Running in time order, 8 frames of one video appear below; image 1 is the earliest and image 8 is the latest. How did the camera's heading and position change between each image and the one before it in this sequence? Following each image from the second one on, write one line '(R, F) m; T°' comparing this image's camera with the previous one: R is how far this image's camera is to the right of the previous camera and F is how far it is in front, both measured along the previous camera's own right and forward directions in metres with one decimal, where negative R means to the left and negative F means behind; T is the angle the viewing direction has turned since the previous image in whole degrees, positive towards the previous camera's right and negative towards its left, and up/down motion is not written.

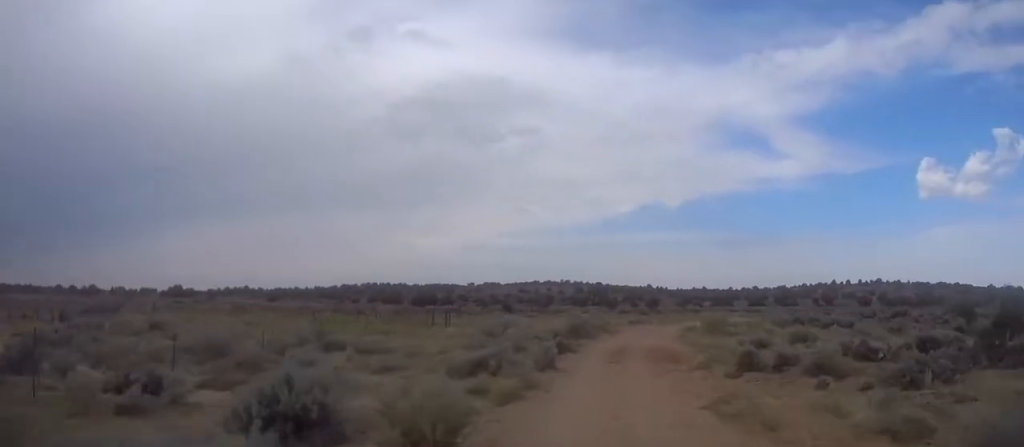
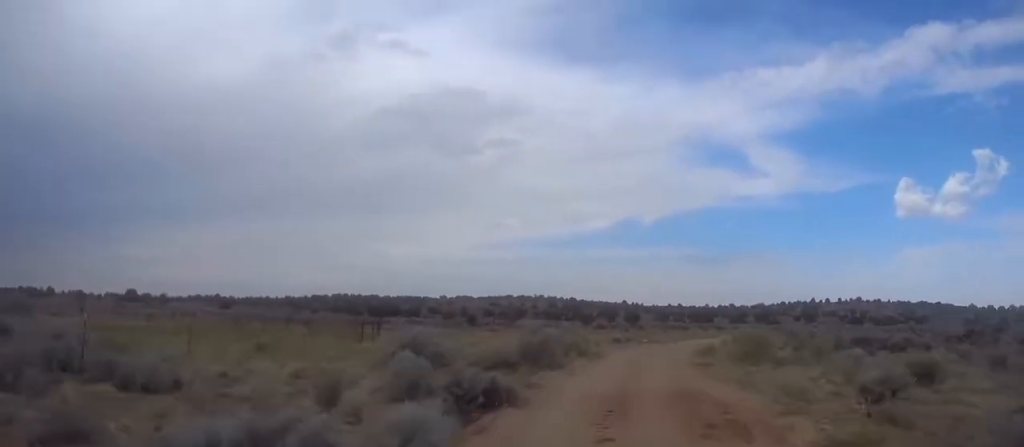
(+0.7, +11.8) m; +5°
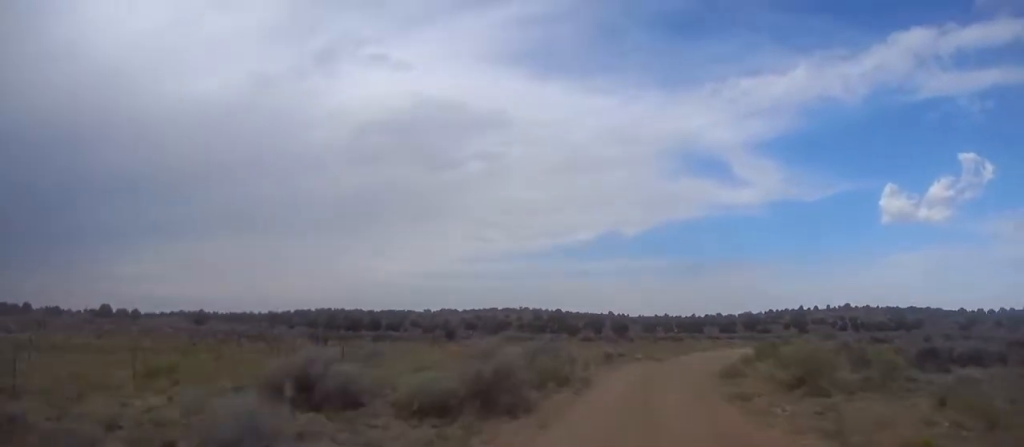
(+0.2, +6.3) m; +2°
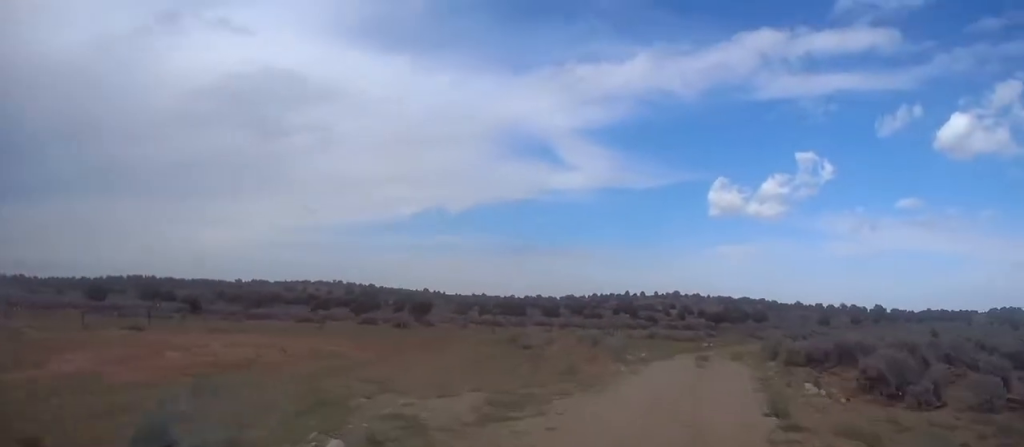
(+2.8, +28.0) m; +13°
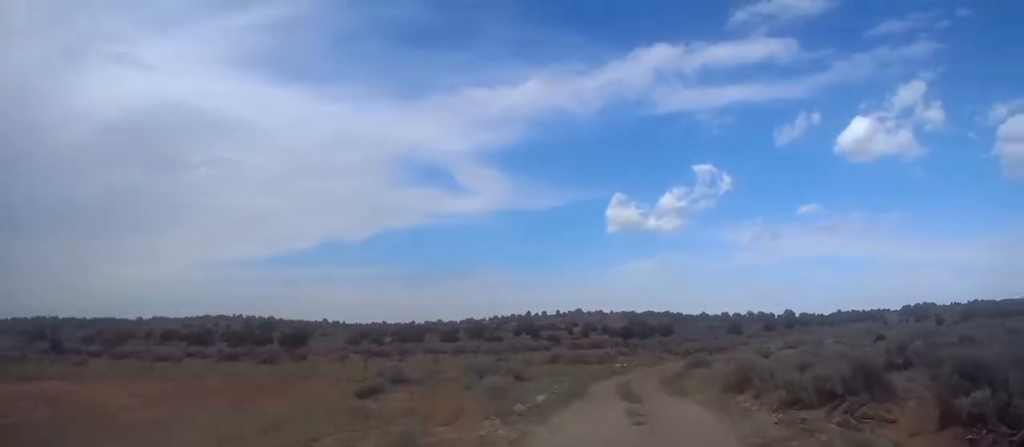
(+0.6, +9.3) m; +3°
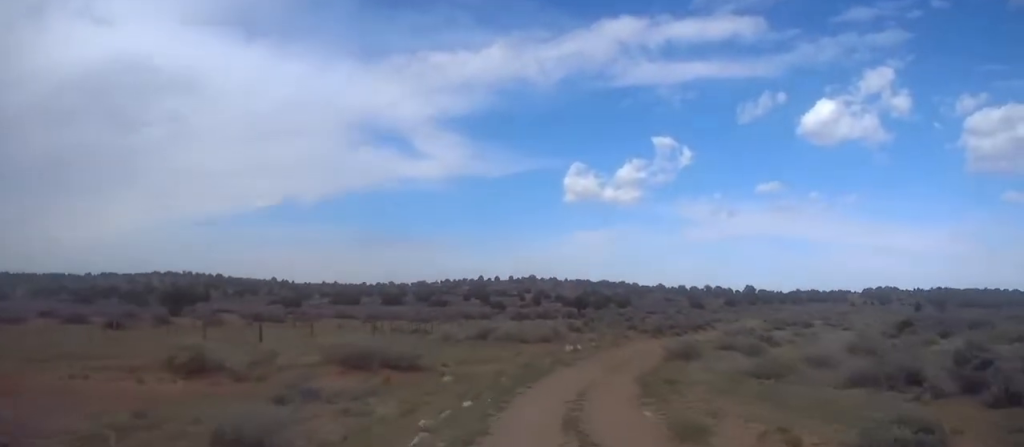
(+0.1, +16.6) m; +1°
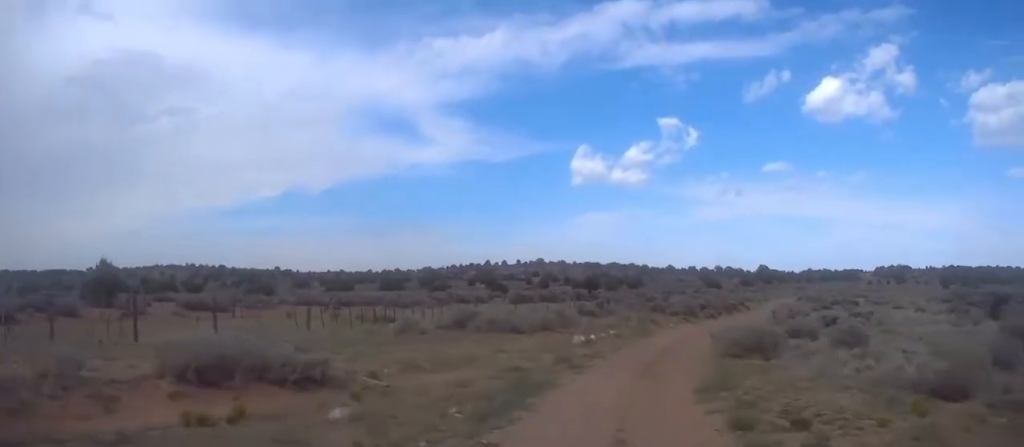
(0.0, +12.6) m; +5°
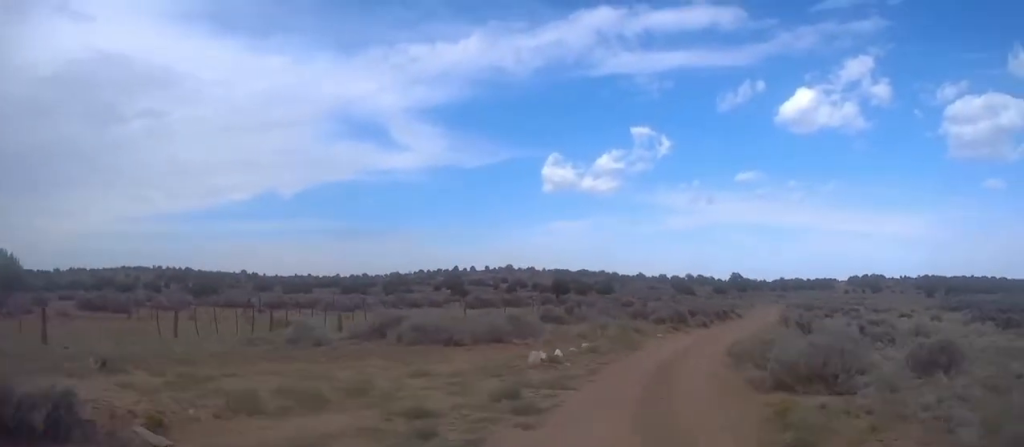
(+0.6, +8.3) m; +6°
